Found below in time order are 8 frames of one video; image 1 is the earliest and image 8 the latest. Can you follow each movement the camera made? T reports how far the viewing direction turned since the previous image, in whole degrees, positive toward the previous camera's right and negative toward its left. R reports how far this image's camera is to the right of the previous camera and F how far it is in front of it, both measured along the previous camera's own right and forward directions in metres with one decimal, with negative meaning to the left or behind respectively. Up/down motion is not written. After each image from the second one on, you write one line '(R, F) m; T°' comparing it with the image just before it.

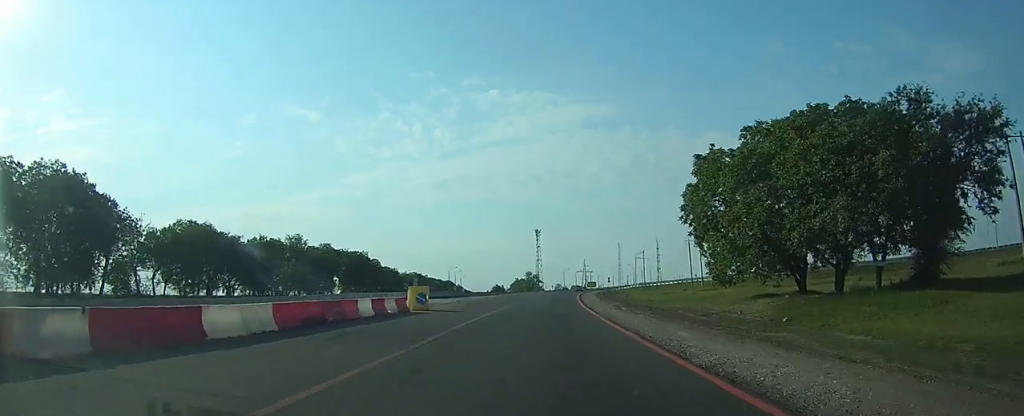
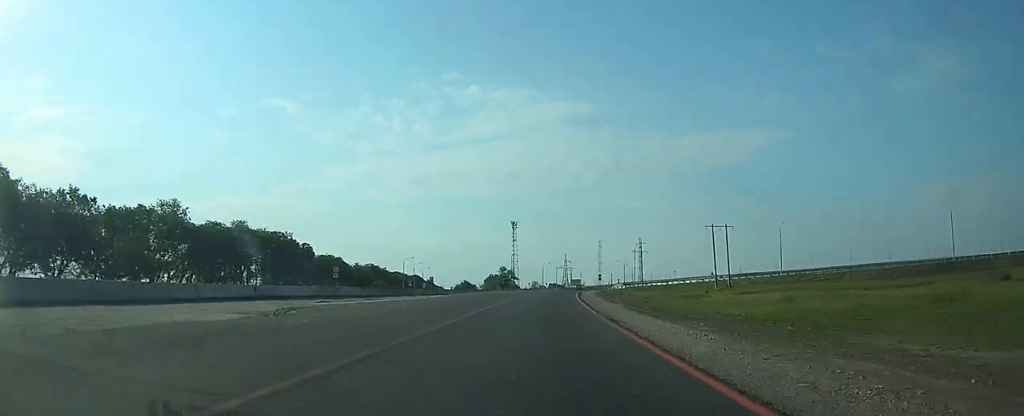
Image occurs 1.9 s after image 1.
(+0.8, +40.6) m; +2°
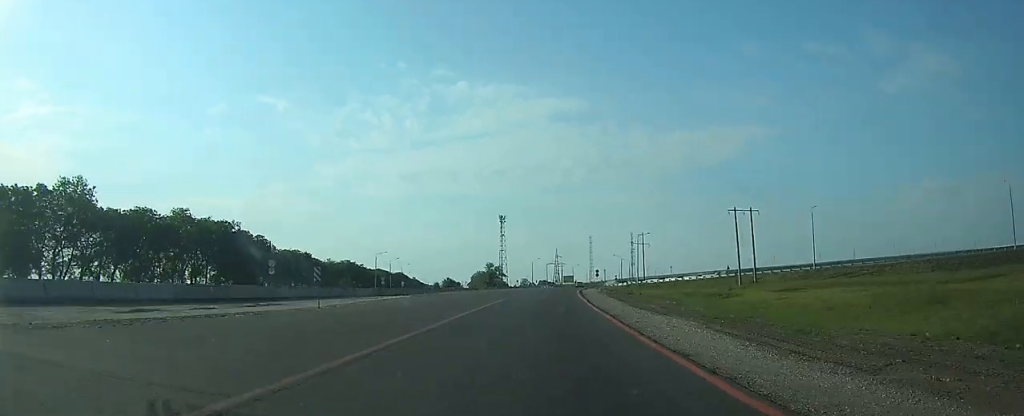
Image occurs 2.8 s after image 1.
(+0.2, +20.4) m; +1°
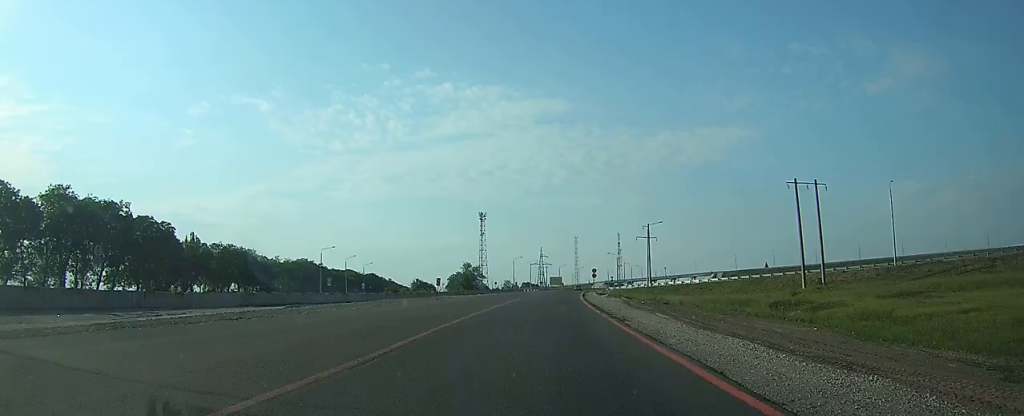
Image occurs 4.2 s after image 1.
(+0.5, +30.7) m; +2°
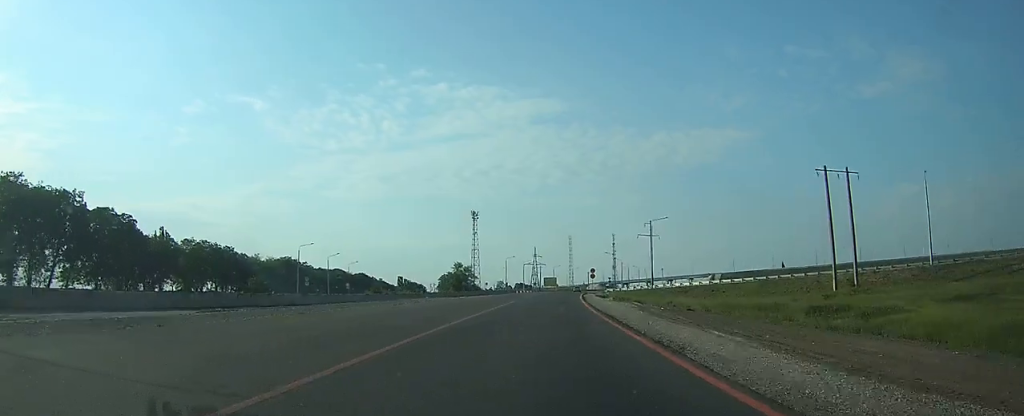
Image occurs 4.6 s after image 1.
(+0.1, +9.5) m; +1°
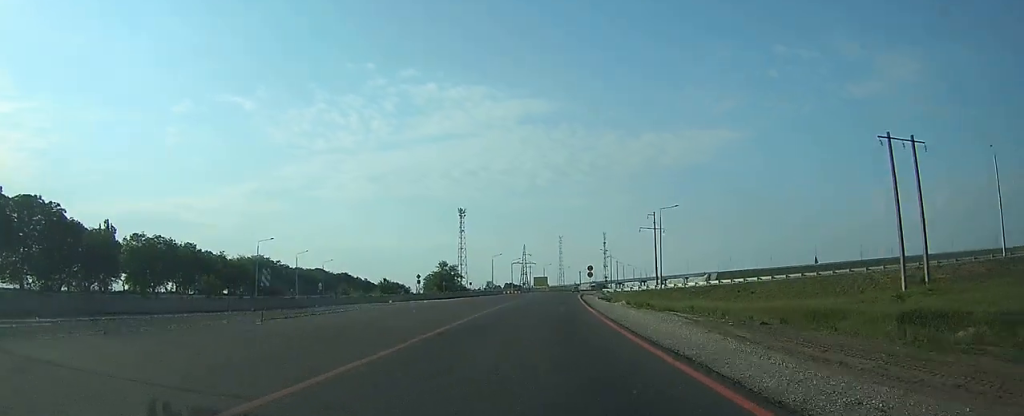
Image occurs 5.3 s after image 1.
(+0.1, +14.7) m; +1°
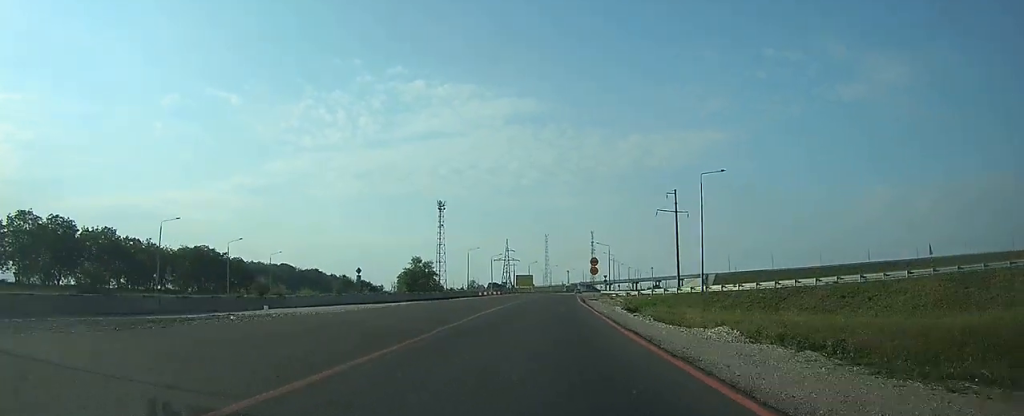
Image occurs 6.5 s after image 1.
(+0.5, +27.1) m; +1°
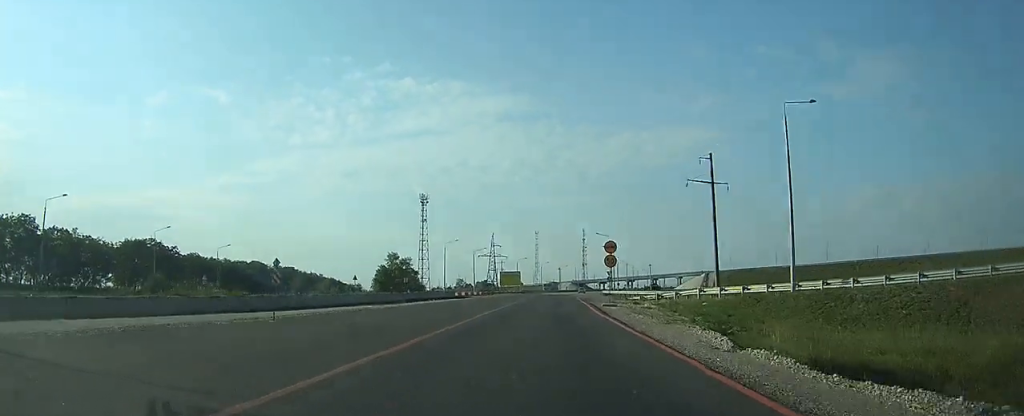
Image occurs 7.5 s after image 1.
(0.0, +22.1) m; 0°
